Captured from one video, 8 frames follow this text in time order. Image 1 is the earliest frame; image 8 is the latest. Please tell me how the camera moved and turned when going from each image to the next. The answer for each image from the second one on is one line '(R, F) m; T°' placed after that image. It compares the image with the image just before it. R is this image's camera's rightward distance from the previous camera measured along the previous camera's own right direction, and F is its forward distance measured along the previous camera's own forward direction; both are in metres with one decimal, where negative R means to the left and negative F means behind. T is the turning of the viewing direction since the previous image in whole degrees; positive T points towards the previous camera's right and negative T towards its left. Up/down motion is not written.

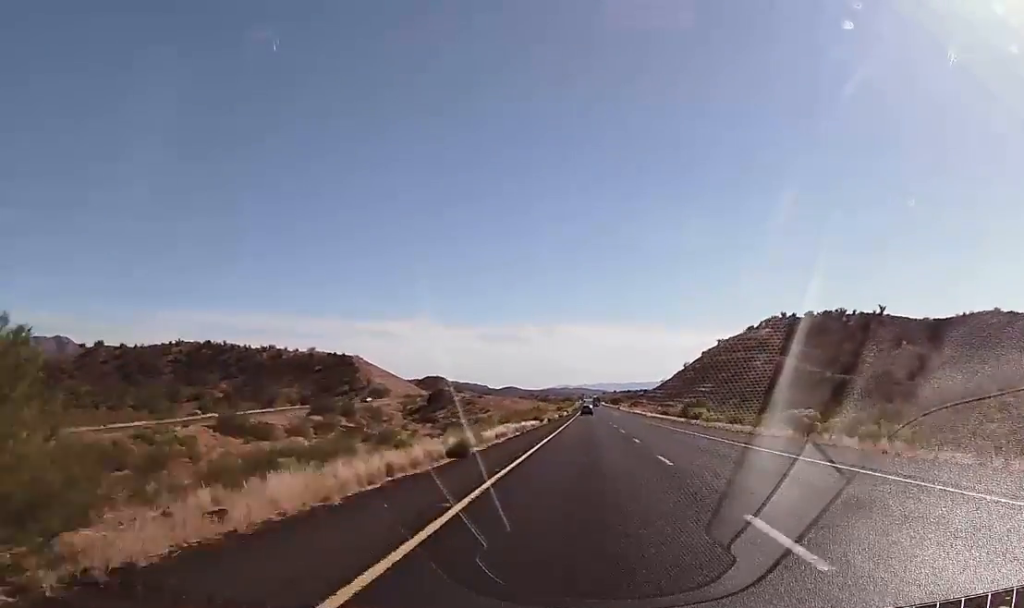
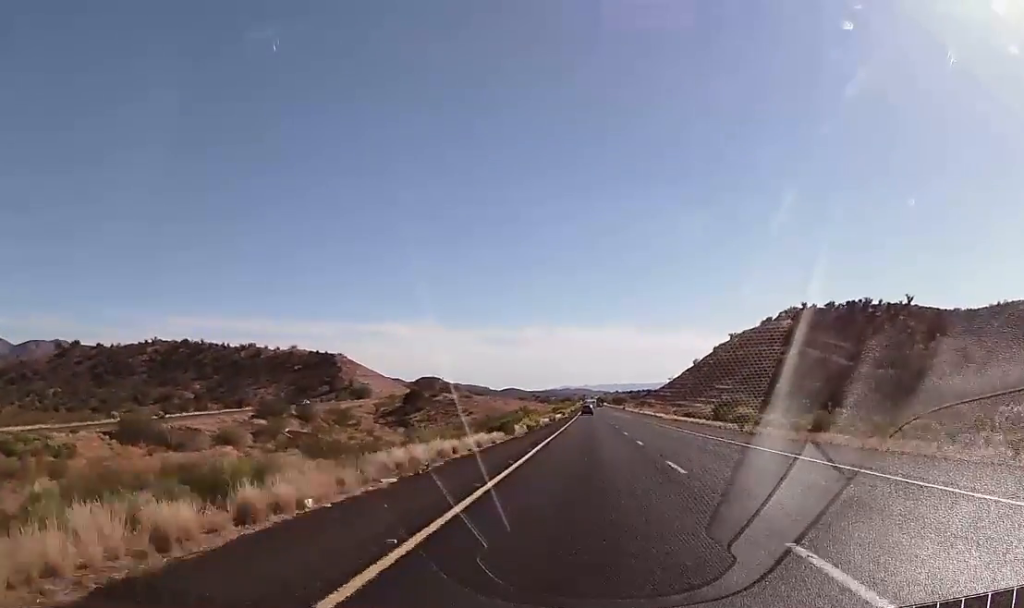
(0.0, +26.6) m; 0°
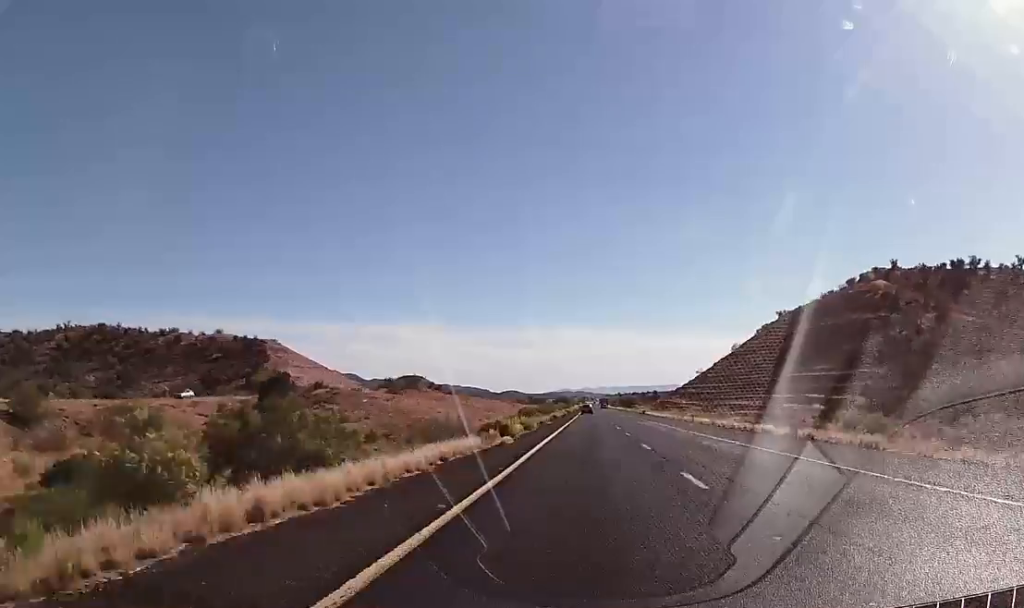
(-0.1, +77.1) m; -1°
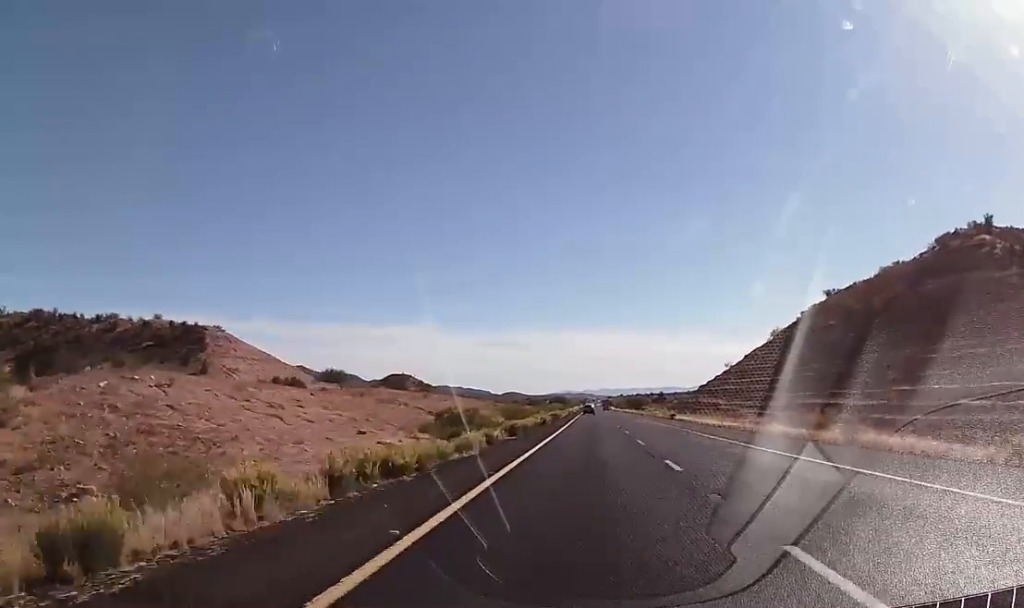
(0.0, +45.6) m; 0°
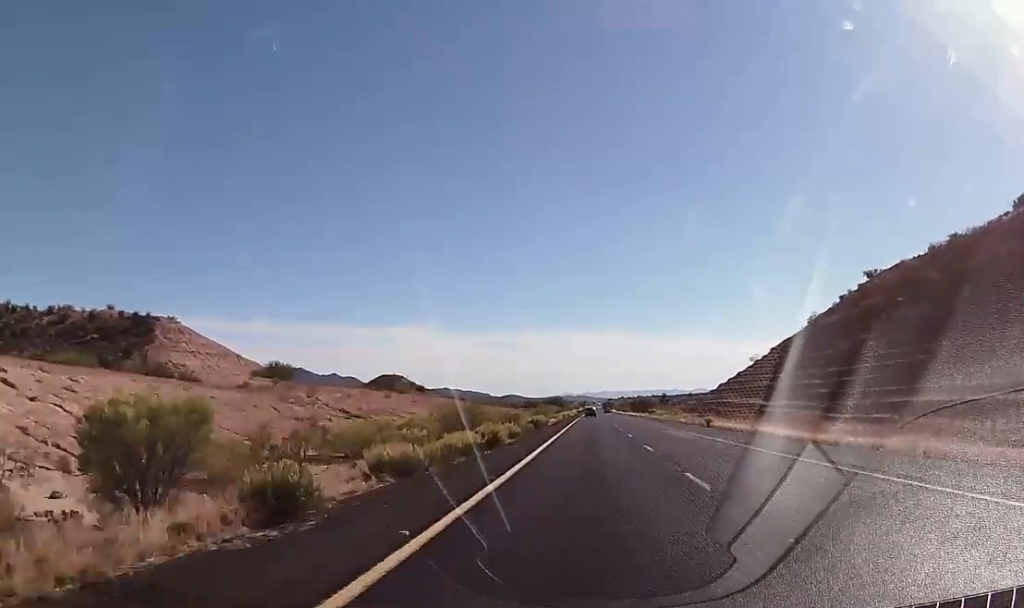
(0.0, +27.7) m; 0°
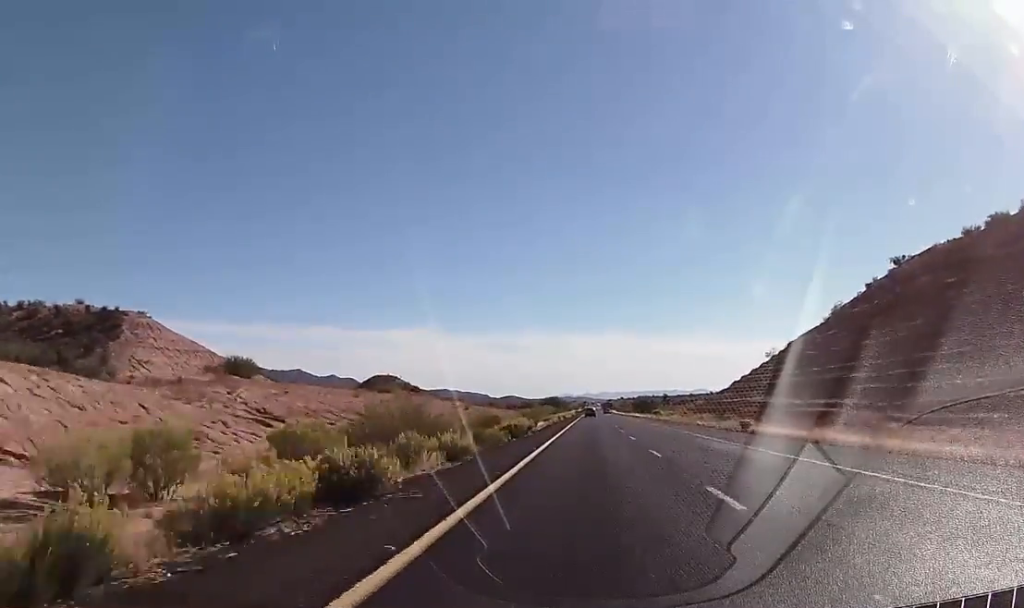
(0.0, +15.1) m; 0°
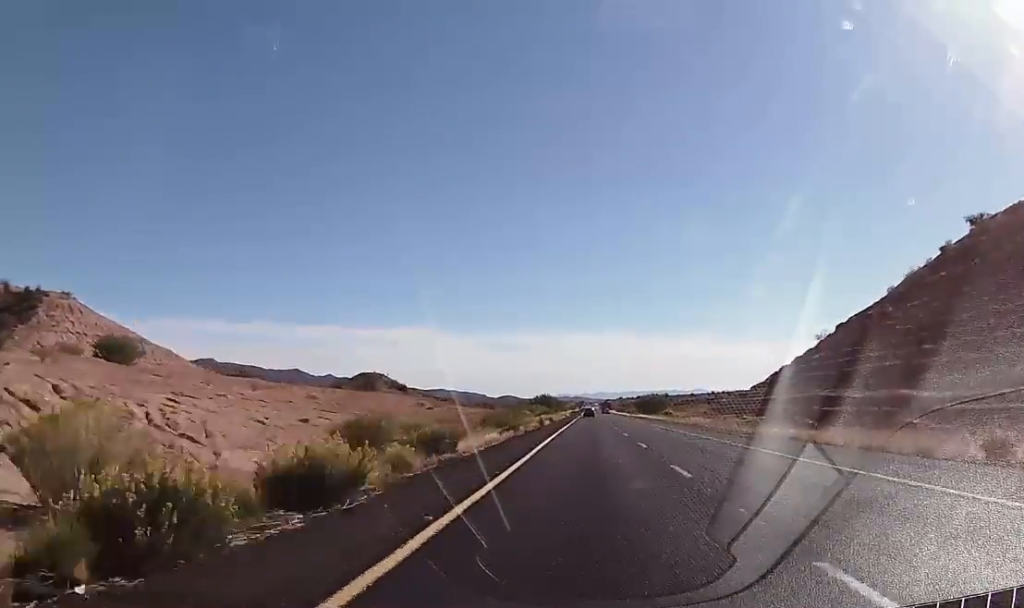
(+0.1, +31.6) m; +1°
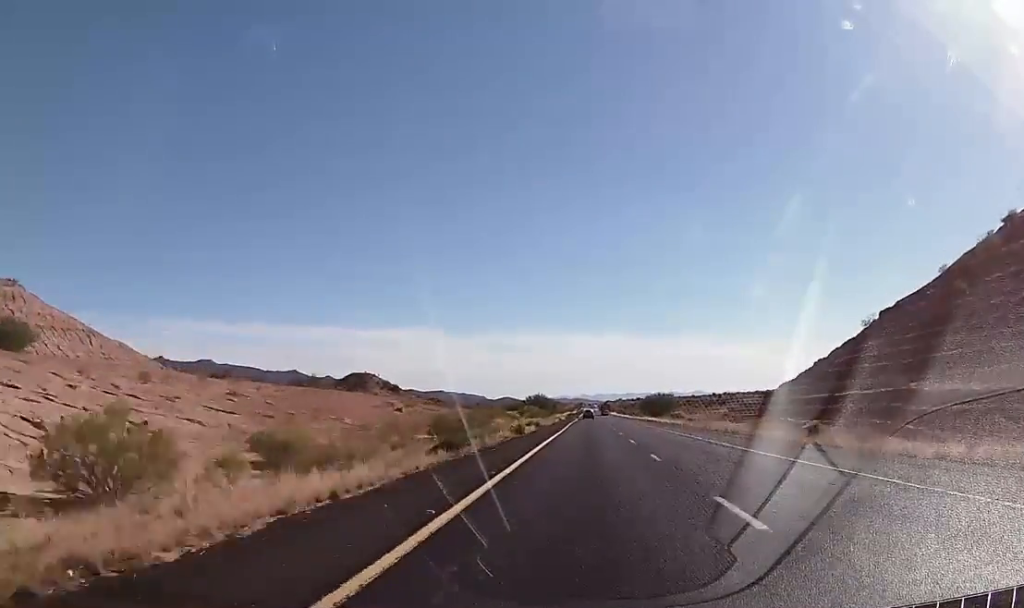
(+0.2, +19.0) m; 0°
